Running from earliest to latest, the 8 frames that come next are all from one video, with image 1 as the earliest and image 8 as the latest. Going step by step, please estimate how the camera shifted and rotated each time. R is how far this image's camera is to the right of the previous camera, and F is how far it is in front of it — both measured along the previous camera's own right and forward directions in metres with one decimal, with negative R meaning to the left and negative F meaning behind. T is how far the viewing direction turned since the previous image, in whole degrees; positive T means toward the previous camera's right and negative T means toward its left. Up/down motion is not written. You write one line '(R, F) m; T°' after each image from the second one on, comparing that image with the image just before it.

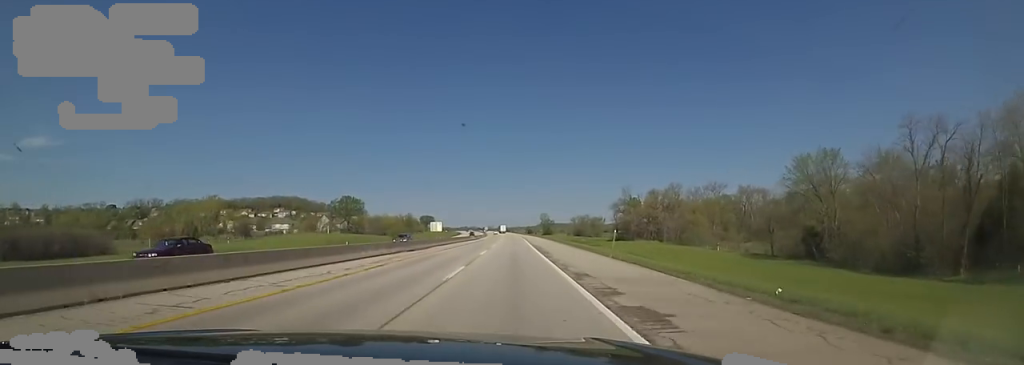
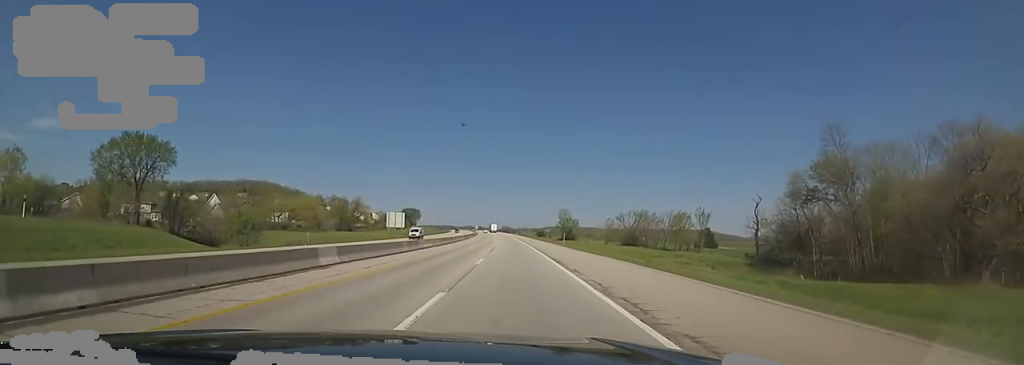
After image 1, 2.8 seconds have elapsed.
(+0.8, +98.1) m; 0°
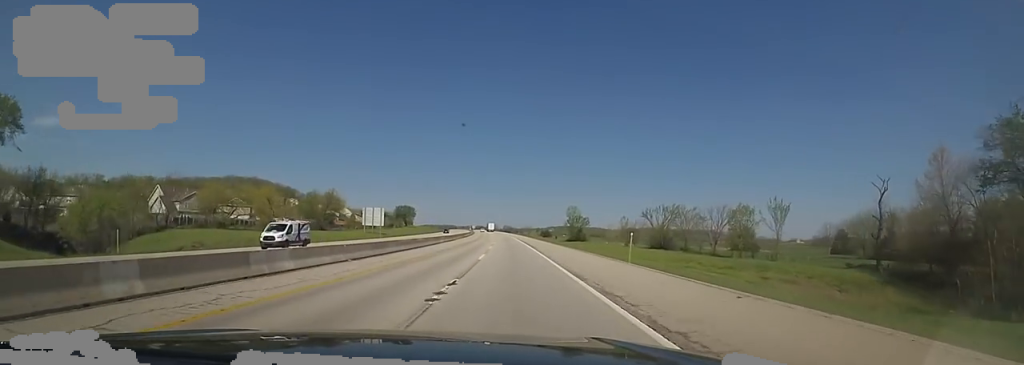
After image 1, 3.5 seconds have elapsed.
(-0.2, +27.6) m; -1°
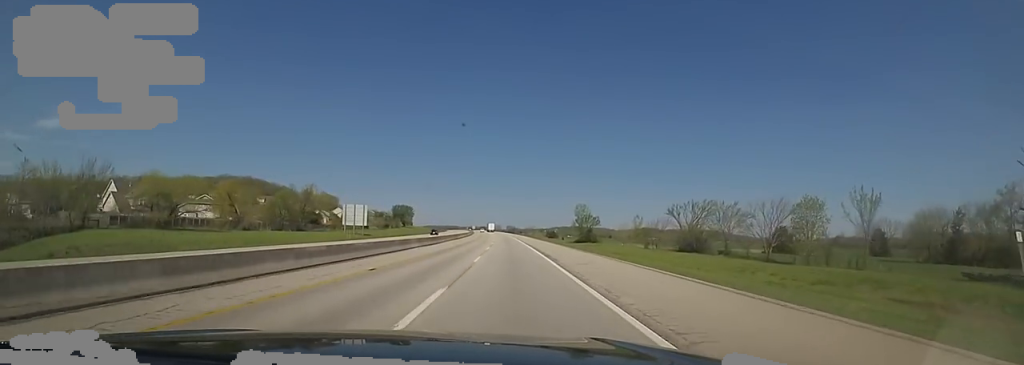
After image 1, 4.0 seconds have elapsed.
(-0.2, +18.1) m; 0°
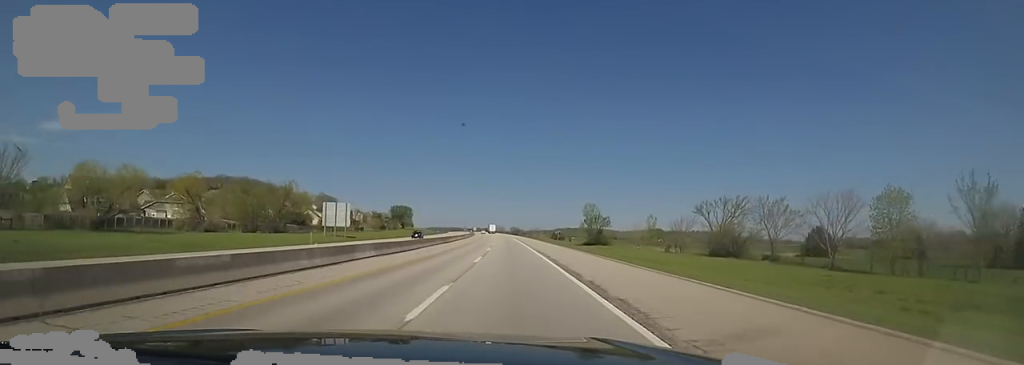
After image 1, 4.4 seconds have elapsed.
(0.0, +14.4) m; 0°
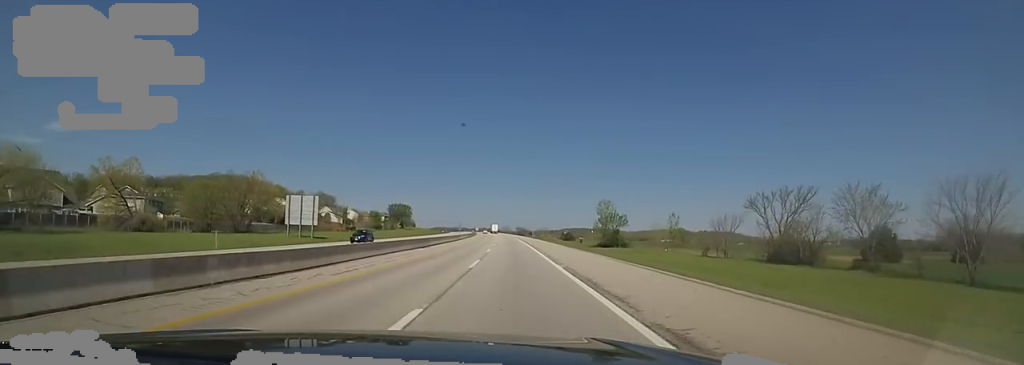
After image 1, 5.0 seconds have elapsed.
(+0.3, +19.2) m; -1°
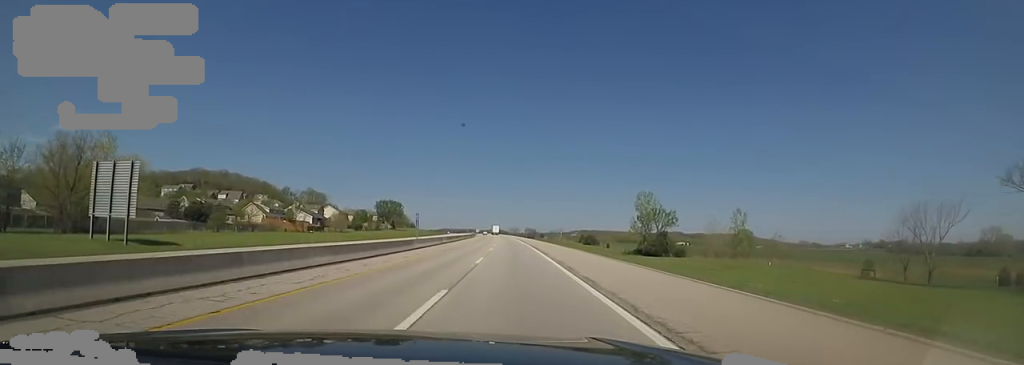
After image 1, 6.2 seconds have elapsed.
(-1.4, +42.7) m; 0°
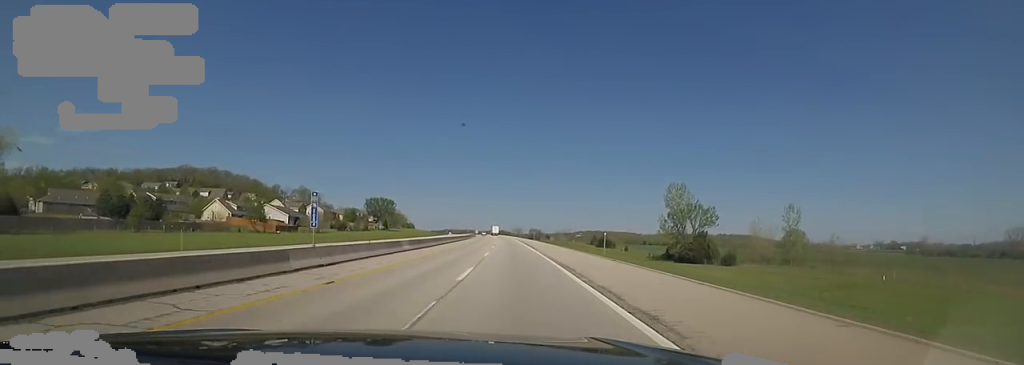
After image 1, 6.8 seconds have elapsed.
(+0.8, +22.3) m; 0°
